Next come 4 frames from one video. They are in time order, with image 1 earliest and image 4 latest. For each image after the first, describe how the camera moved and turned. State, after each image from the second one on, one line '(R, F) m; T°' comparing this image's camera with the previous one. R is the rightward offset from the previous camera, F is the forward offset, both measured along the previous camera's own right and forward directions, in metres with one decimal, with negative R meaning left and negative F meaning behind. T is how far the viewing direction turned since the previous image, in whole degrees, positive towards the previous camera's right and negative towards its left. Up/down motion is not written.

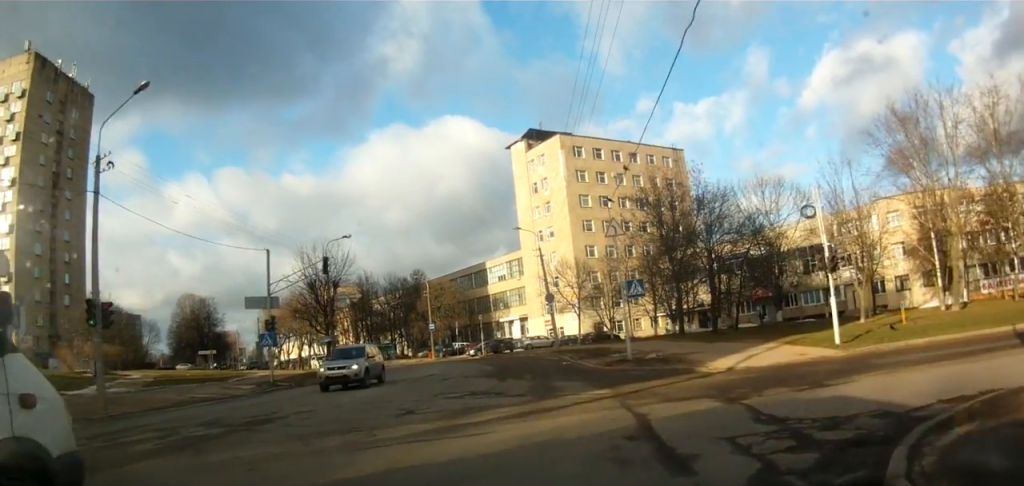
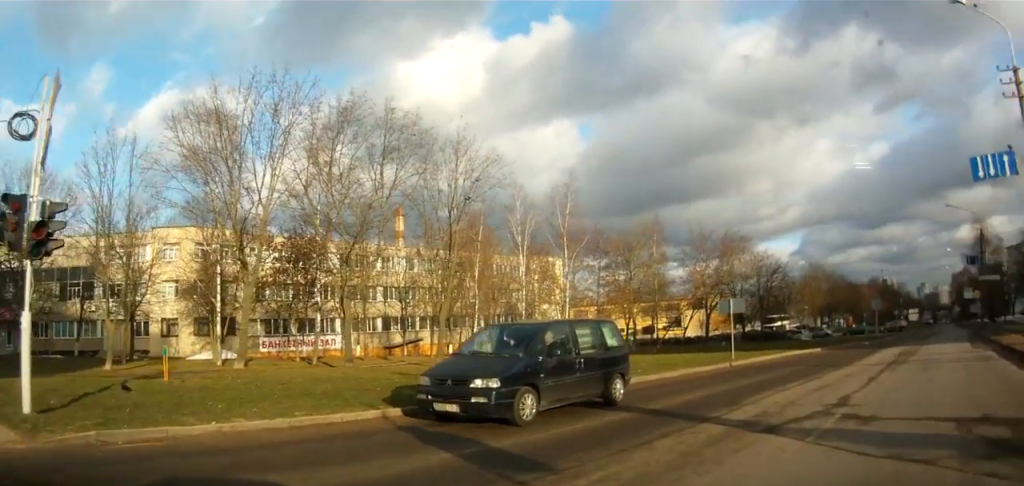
(+5.2, +4.8) m; +92°
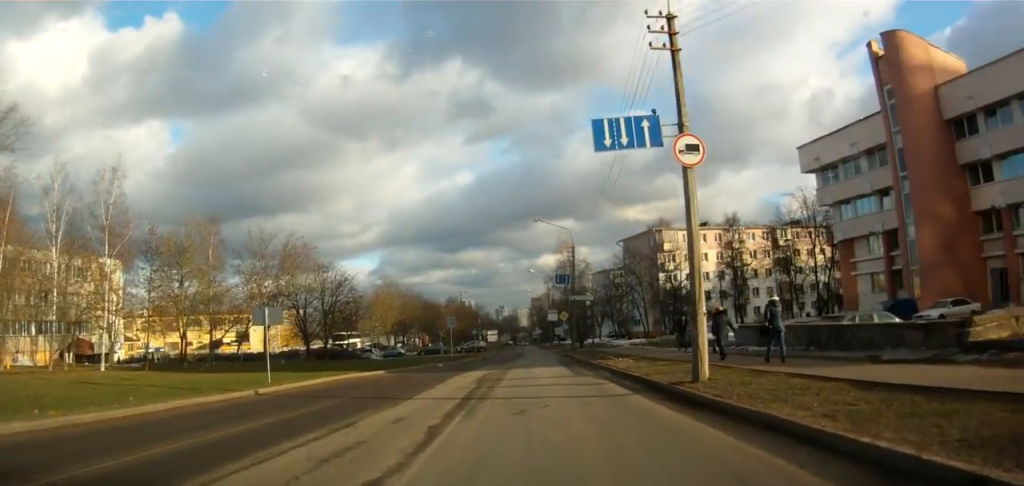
(+0.6, +6.6) m; +6°
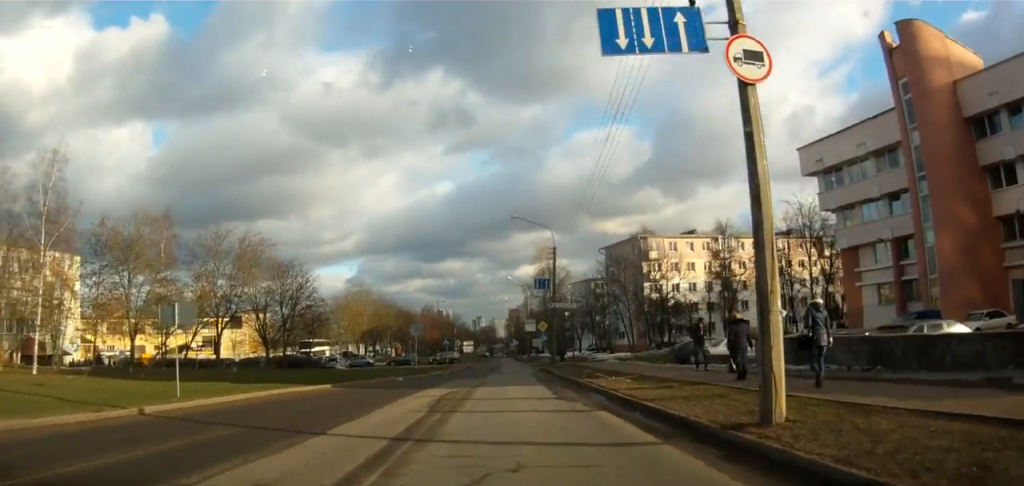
(+0.3, +4.9) m; -3°
